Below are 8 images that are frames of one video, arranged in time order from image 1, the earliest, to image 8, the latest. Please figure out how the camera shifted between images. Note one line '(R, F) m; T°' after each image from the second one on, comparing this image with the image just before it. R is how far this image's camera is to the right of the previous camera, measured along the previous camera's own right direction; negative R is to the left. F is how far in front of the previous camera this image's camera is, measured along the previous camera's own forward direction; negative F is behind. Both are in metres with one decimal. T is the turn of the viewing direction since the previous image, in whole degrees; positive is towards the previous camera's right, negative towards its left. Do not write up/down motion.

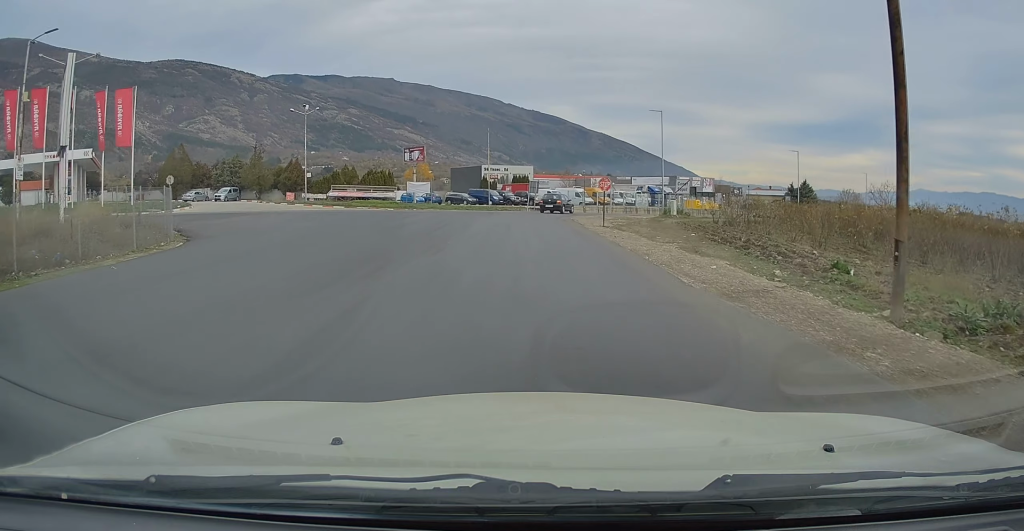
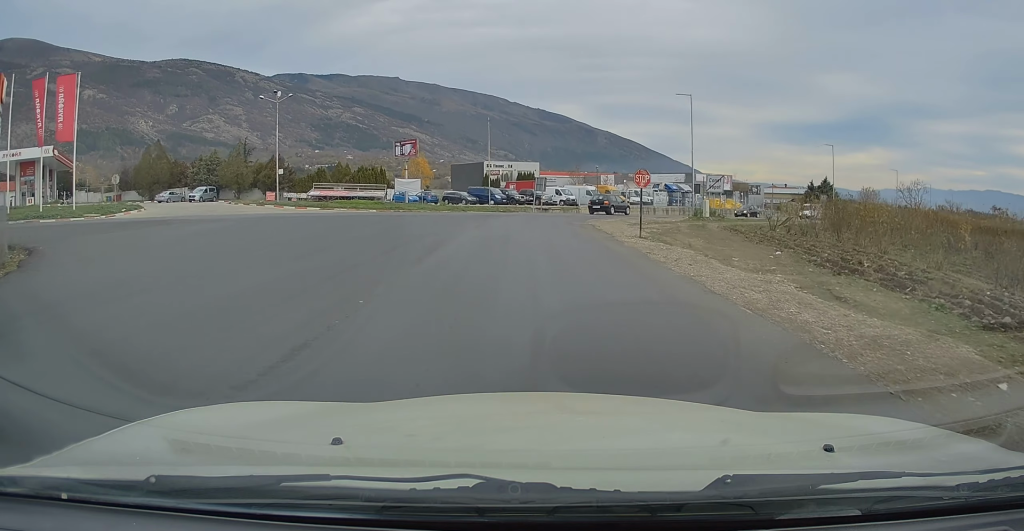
(-0.1, +7.9) m; +1°
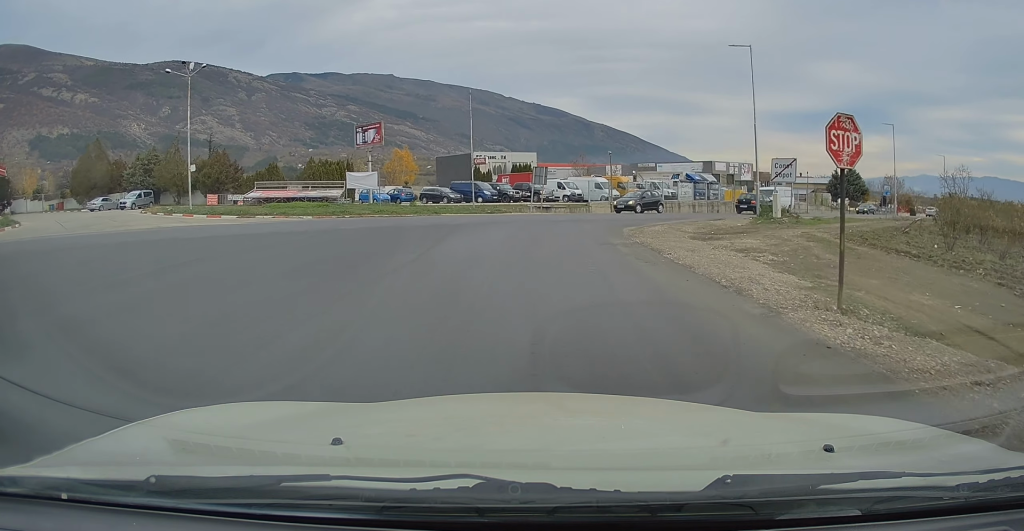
(+0.5, +13.3) m; +1°
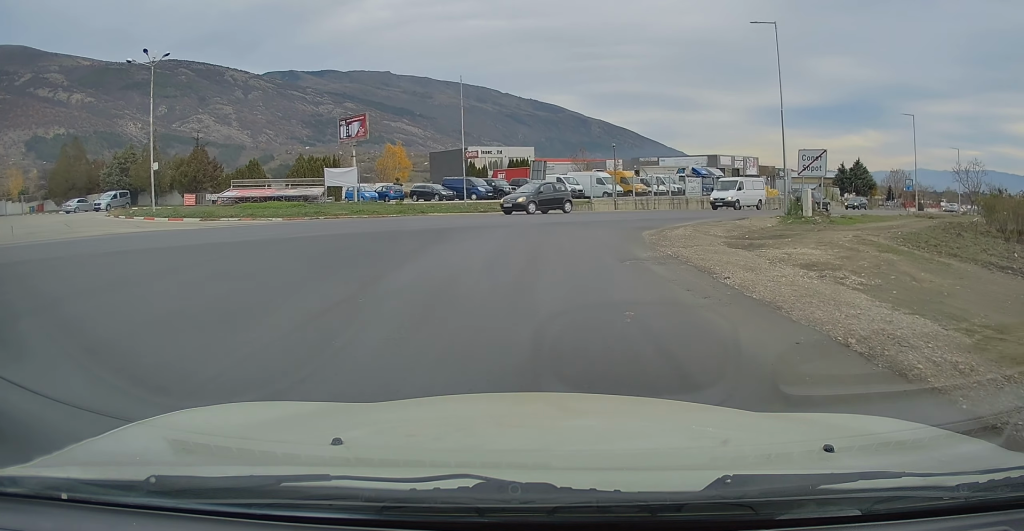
(0.0, +4.1) m; -1°
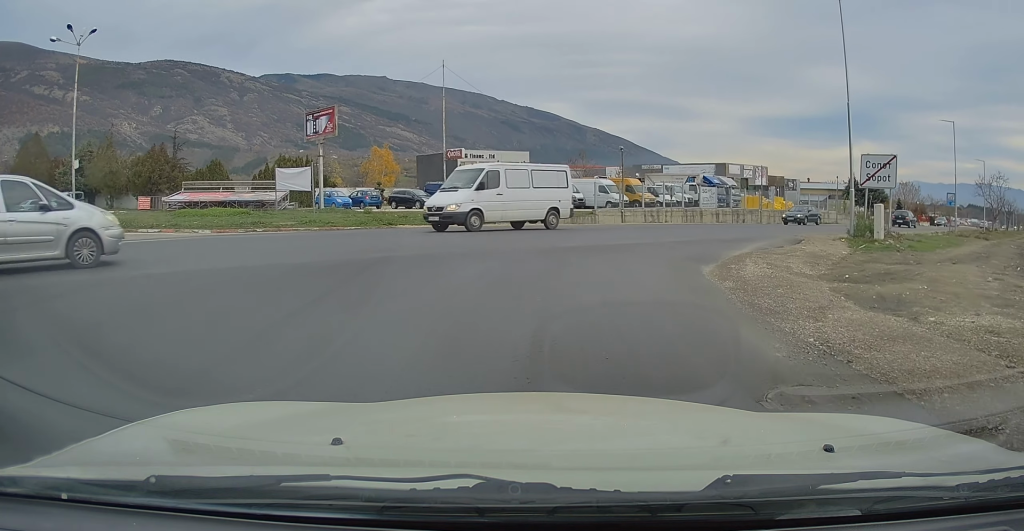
(-0.3, +6.6) m; -2°
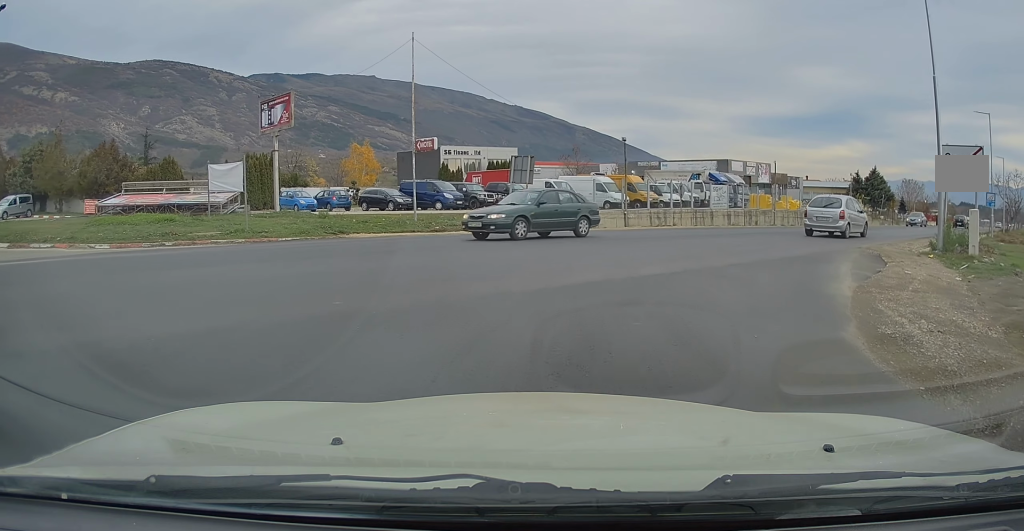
(+0.4, +5.4) m; +11°
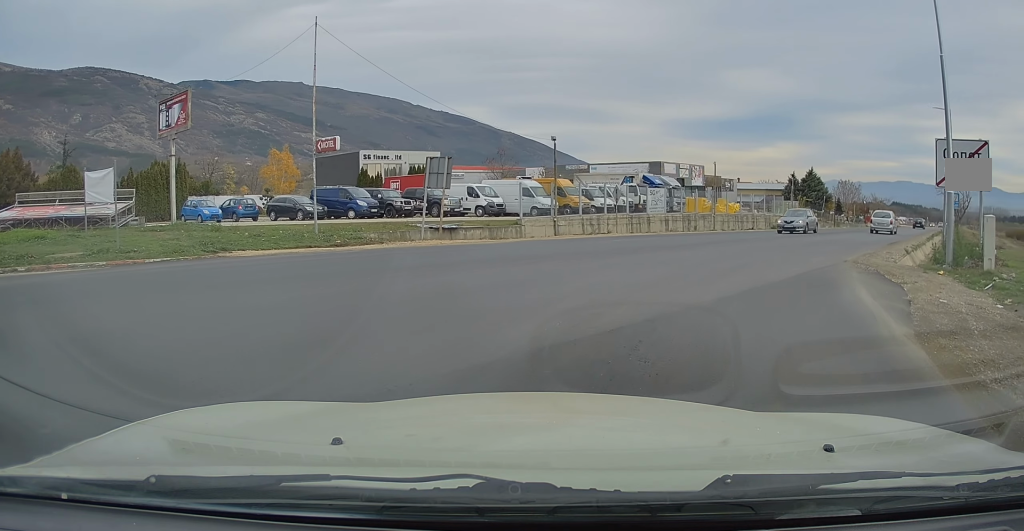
(0.0, +3.4) m; +5°
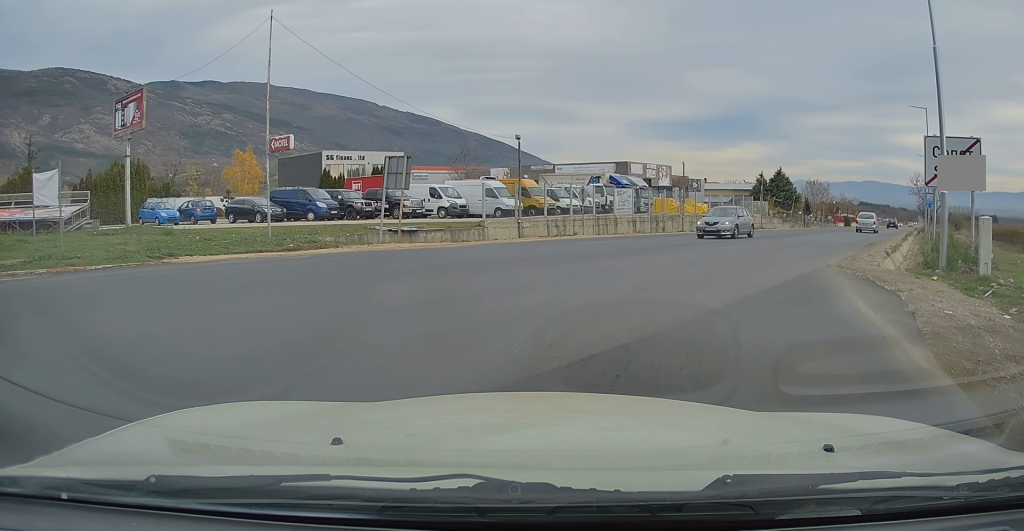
(-0.1, +1.0) m; +5°
